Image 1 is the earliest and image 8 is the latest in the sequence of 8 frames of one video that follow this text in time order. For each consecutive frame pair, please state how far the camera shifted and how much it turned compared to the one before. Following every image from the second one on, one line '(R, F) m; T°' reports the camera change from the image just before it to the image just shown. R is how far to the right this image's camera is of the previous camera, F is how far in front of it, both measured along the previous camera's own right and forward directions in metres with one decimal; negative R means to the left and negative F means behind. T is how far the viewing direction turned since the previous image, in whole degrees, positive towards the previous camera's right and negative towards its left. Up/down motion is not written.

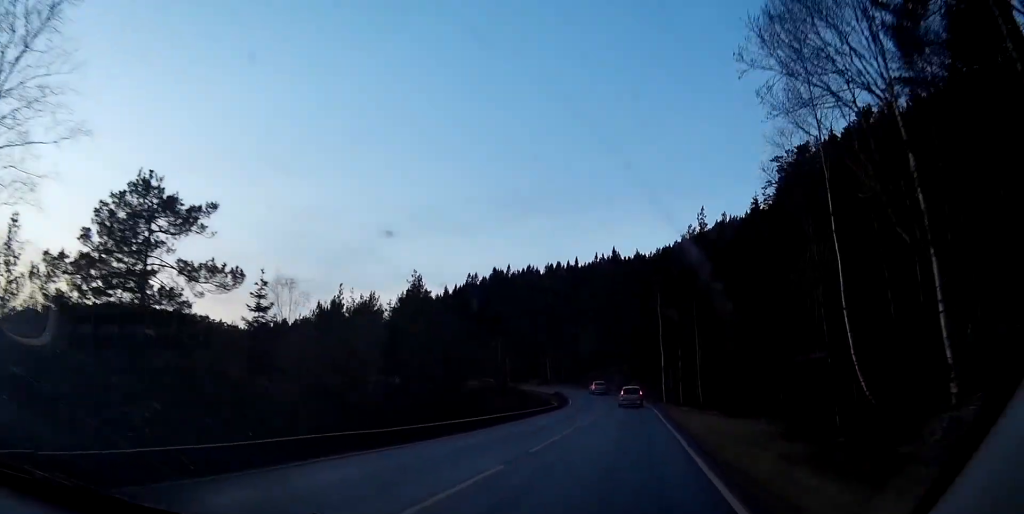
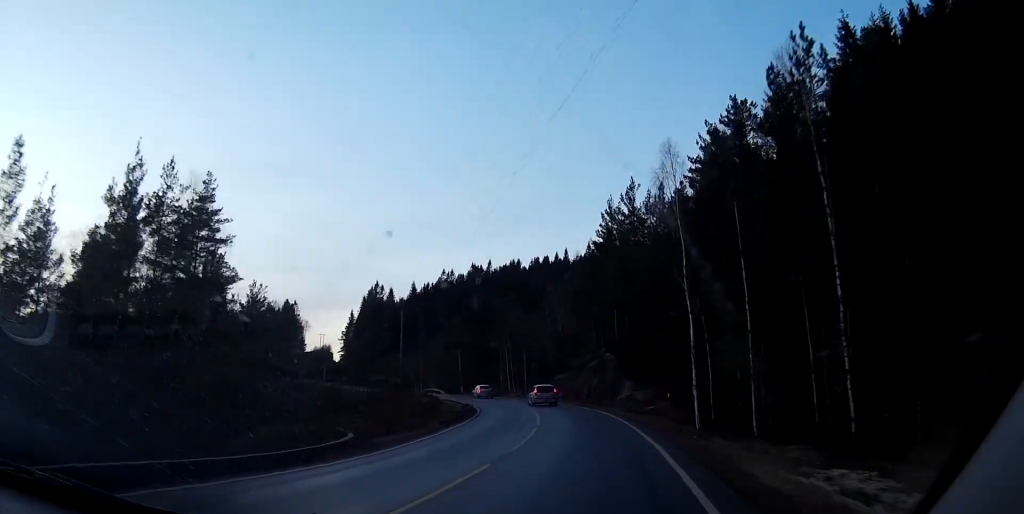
(+1.7, +45.4) m; +2°
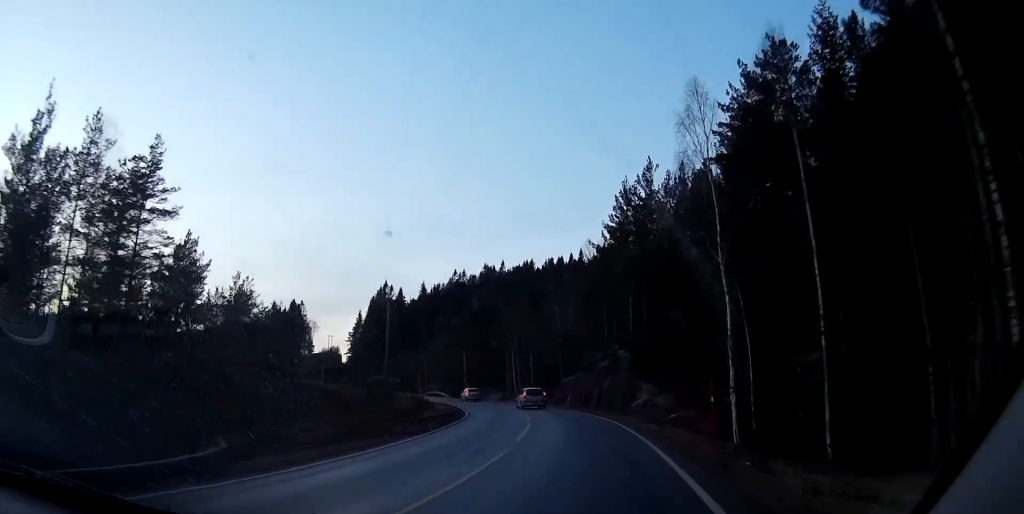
(0.0, +8.3) m; -1°
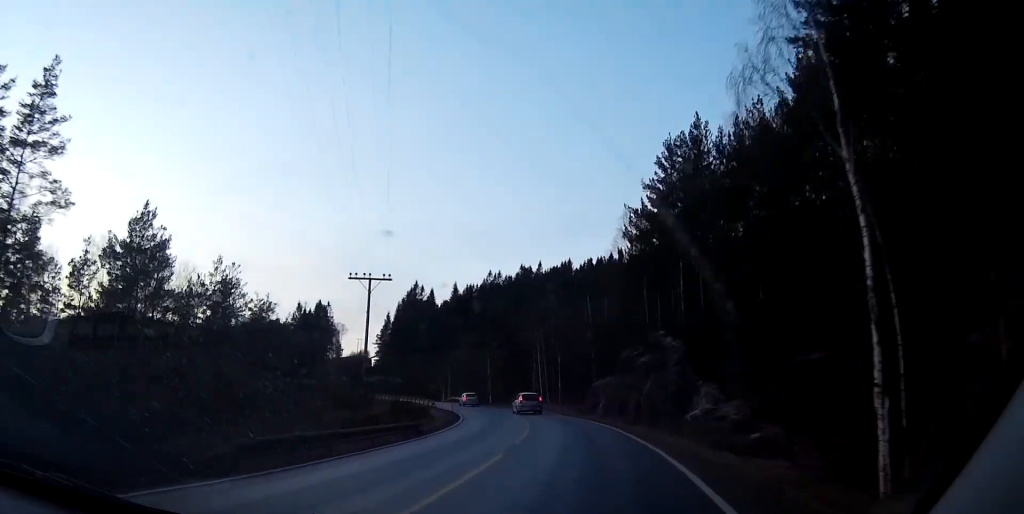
(-0.2, +13.3) m; -3°
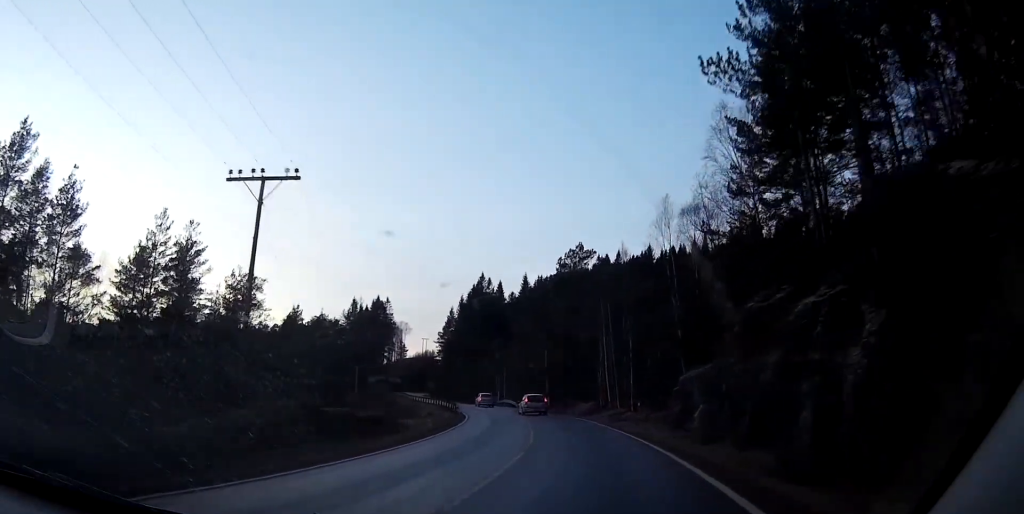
(-1.1, +23.0) m; -6°
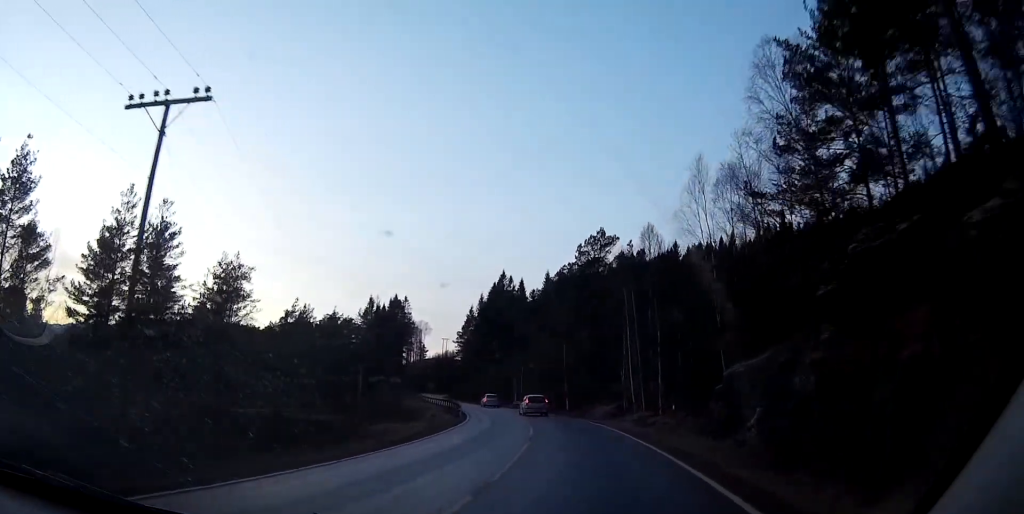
(-0.3, +7.4) m; -2°
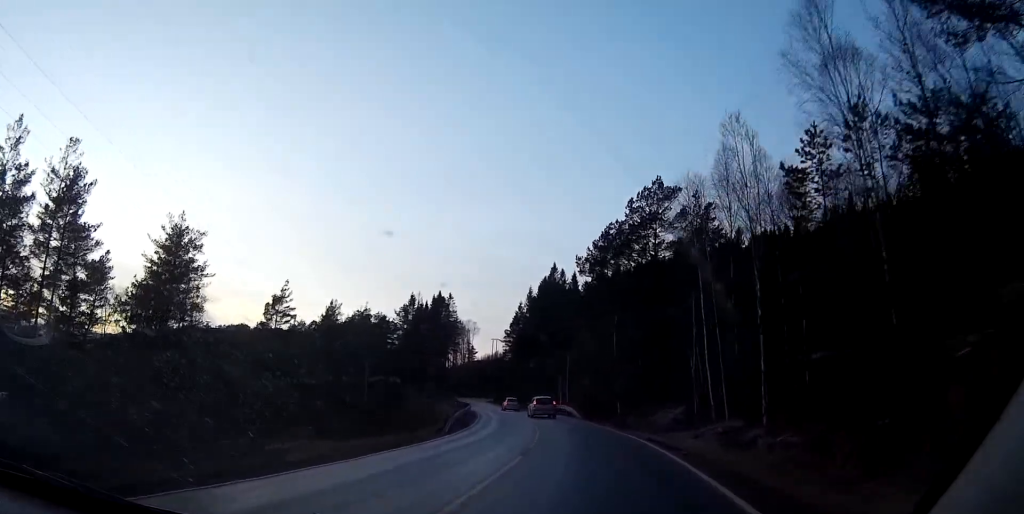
(-0.6, +16.8) m; -4°
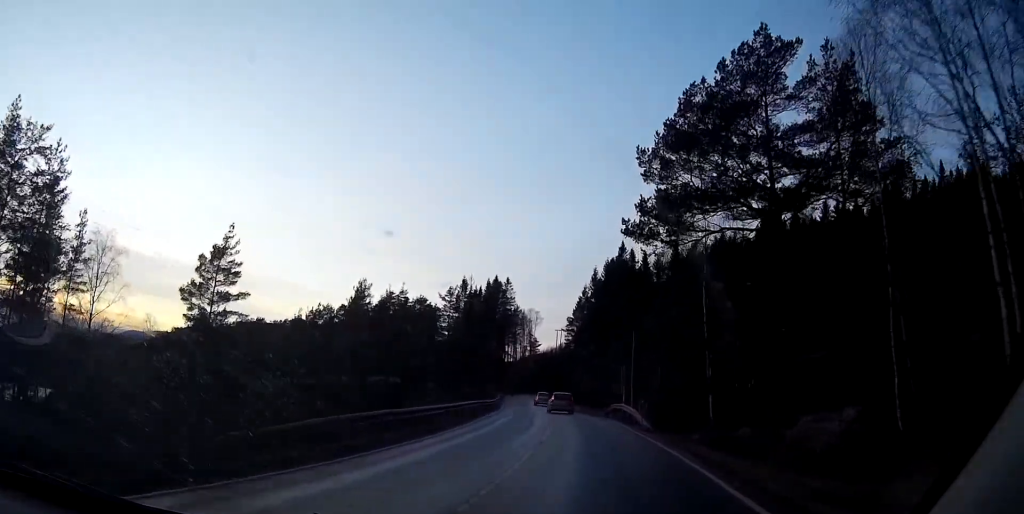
(-1.3, +22.5) m; -6°
